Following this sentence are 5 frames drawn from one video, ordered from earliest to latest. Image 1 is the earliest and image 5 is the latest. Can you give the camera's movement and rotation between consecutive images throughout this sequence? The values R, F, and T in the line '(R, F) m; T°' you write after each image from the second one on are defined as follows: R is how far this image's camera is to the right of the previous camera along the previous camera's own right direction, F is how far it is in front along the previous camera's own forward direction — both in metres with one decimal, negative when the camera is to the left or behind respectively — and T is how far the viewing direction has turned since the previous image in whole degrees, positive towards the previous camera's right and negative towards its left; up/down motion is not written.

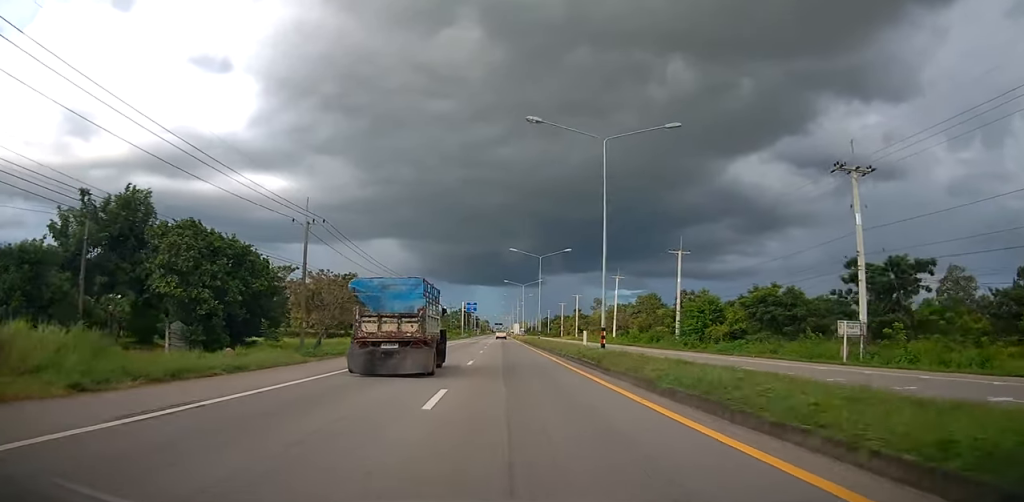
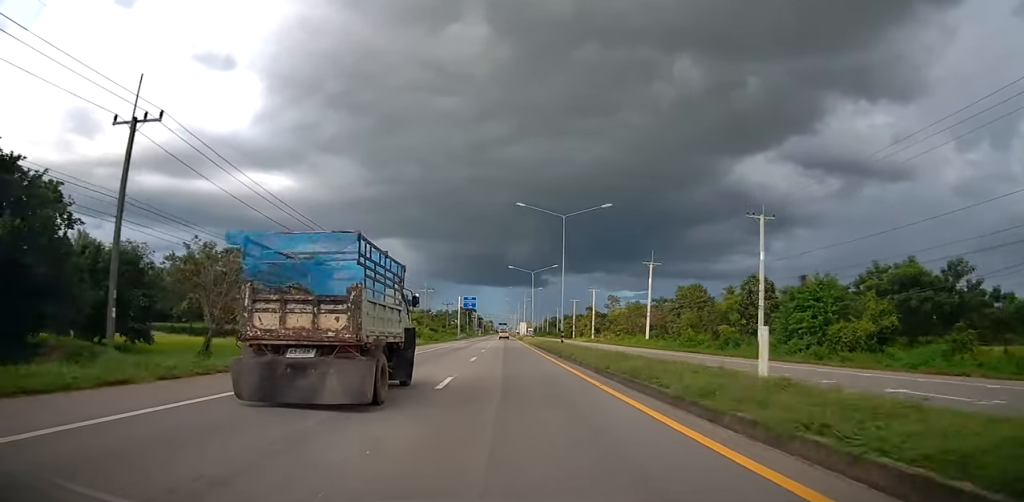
(+0.7, +21.0) m; 0°
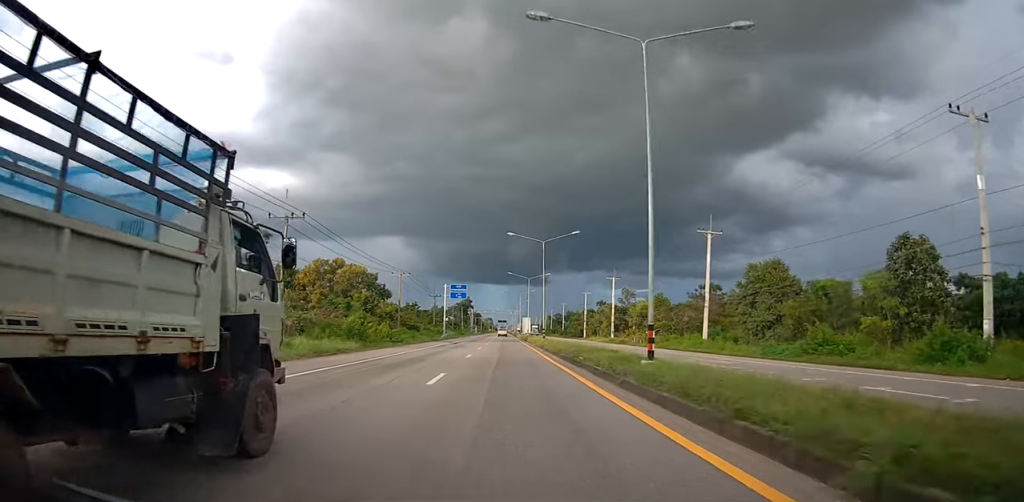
(-0.9, +23.7) m; -2°
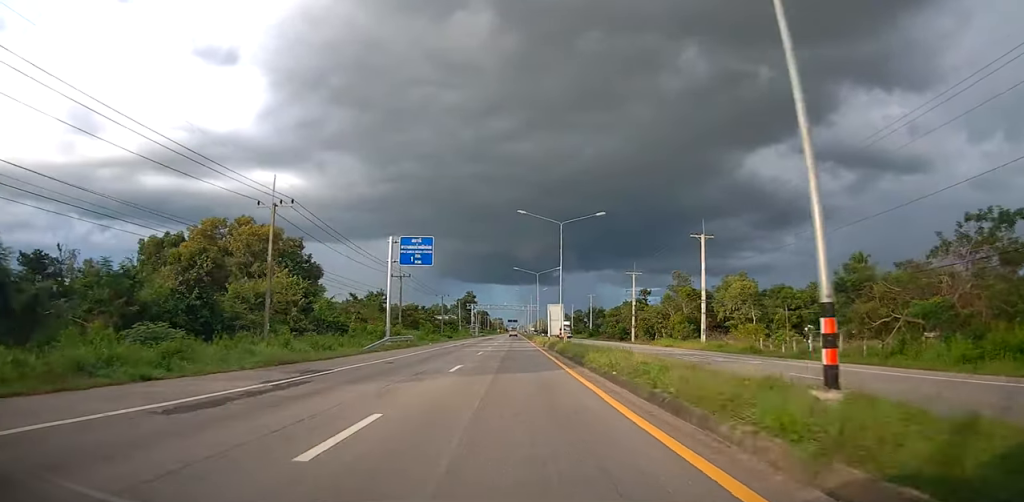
(+1.6, +44.0) m; +2°
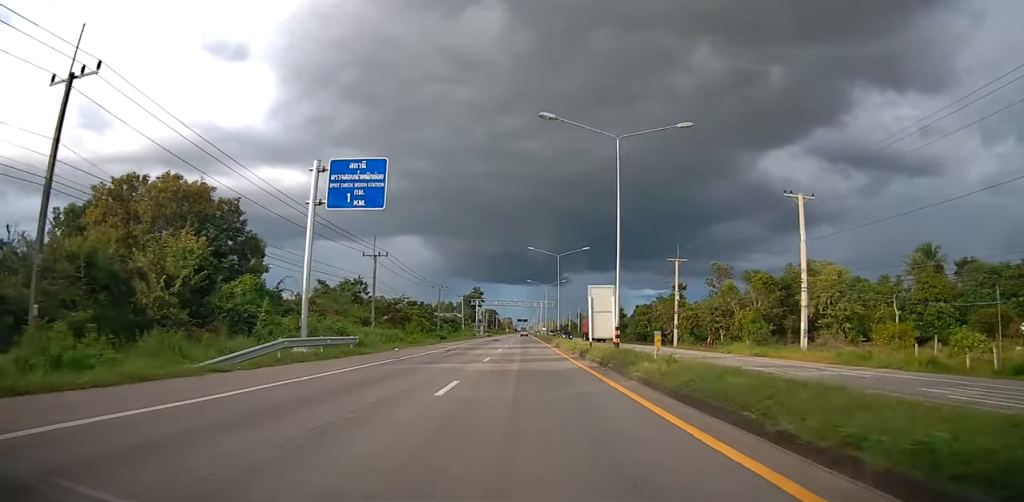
(-0.6, +18.8) m; -2°
